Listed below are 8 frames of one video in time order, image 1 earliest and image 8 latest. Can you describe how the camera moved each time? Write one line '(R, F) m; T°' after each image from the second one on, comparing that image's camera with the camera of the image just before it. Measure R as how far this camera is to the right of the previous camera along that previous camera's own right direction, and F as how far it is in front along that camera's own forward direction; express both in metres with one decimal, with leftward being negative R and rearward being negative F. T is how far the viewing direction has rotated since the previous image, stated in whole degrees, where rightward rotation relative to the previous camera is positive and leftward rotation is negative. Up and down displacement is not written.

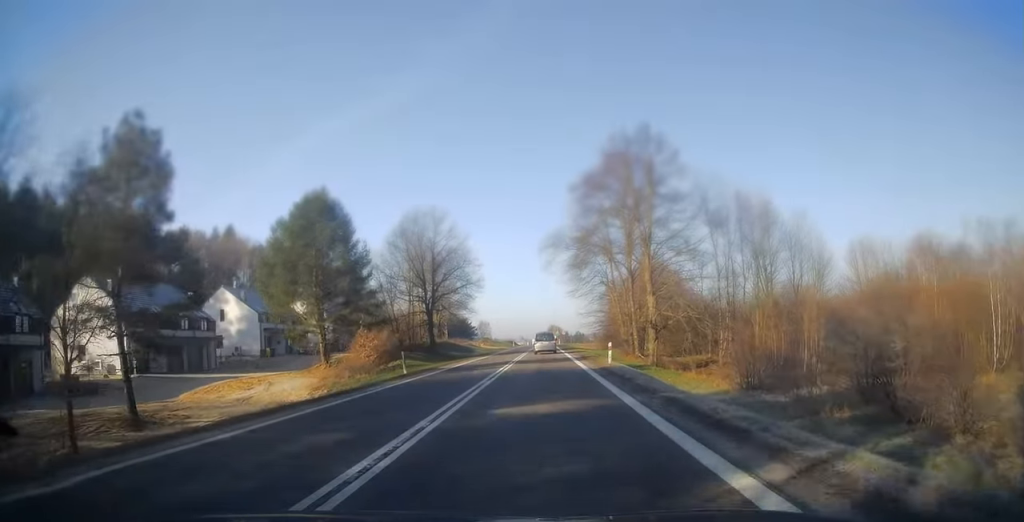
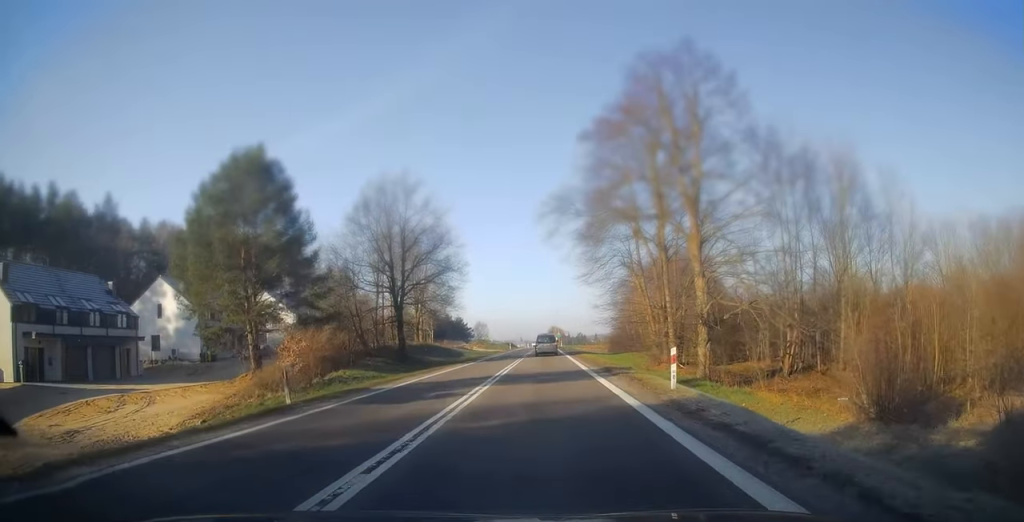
(+0.1, +13.5) m; +1°
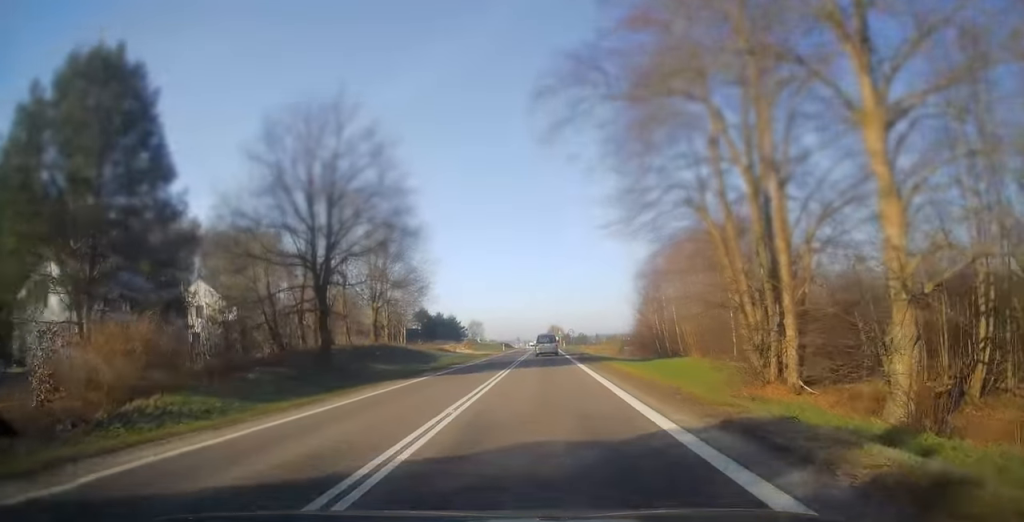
(+0.3, +17.0) m; 0°
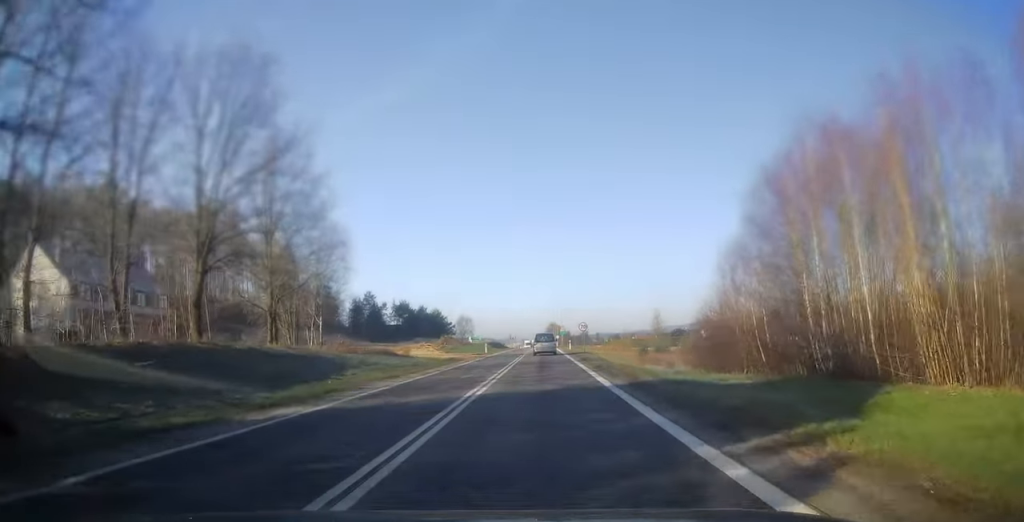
(-0.5, +26.8) m; -1°
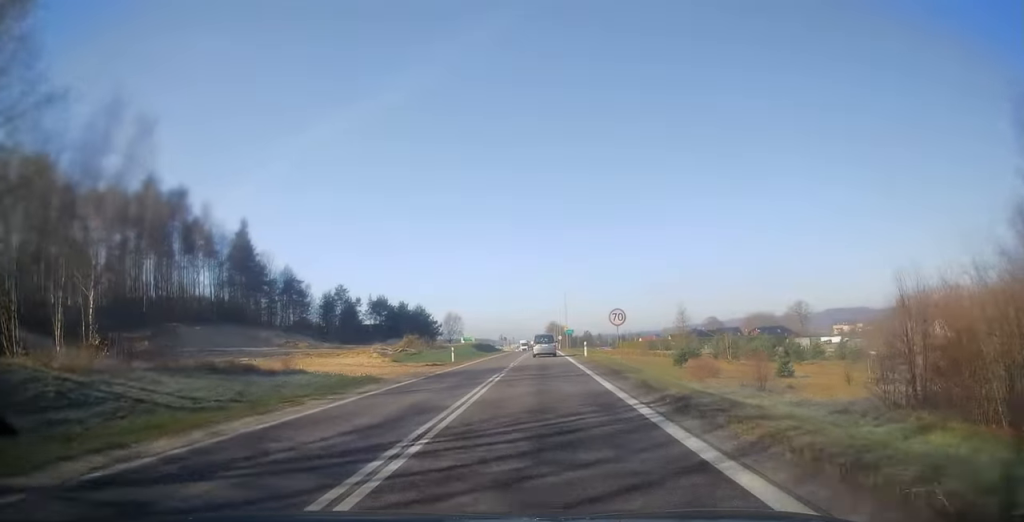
(+0.2, +24.8) m; +1°
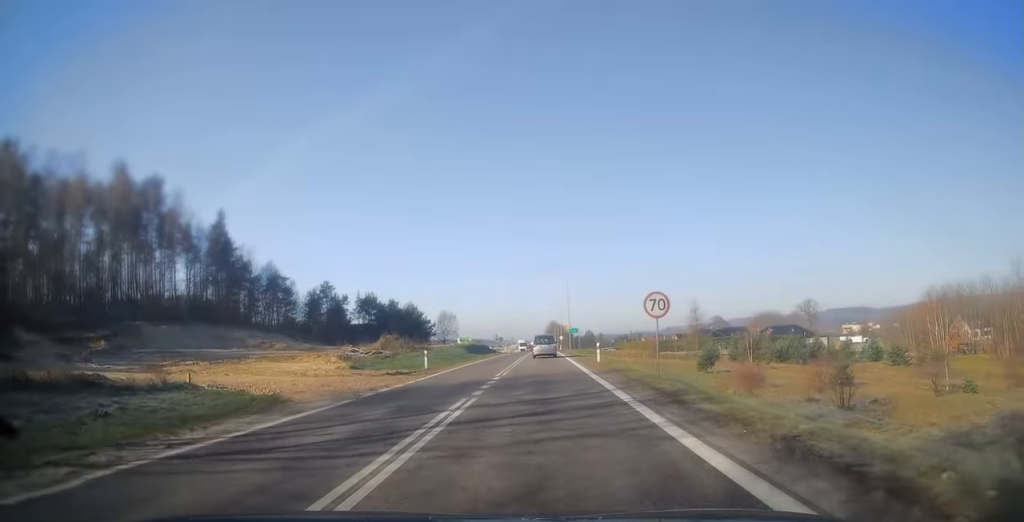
(+0.2, +10.0) m; 0°
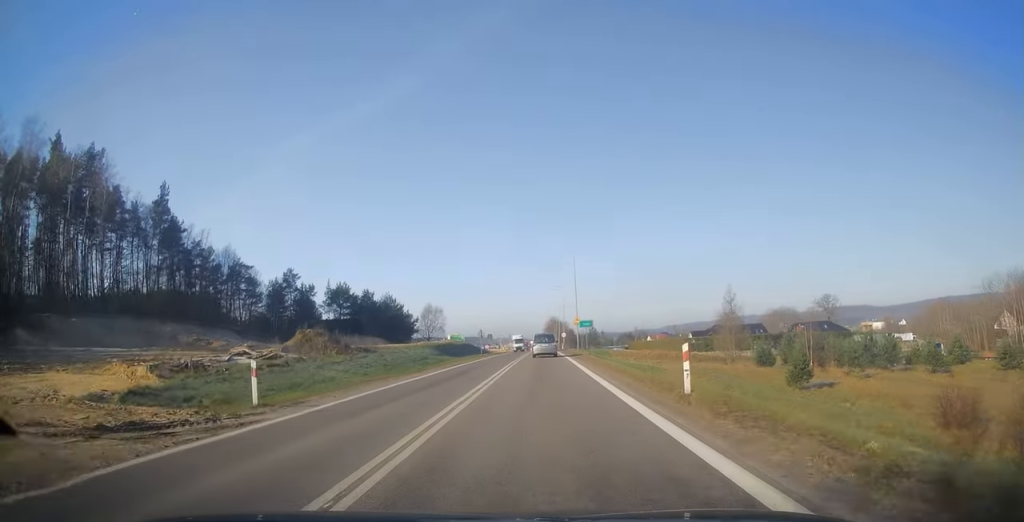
(-0.4, +20.6) m; 0°
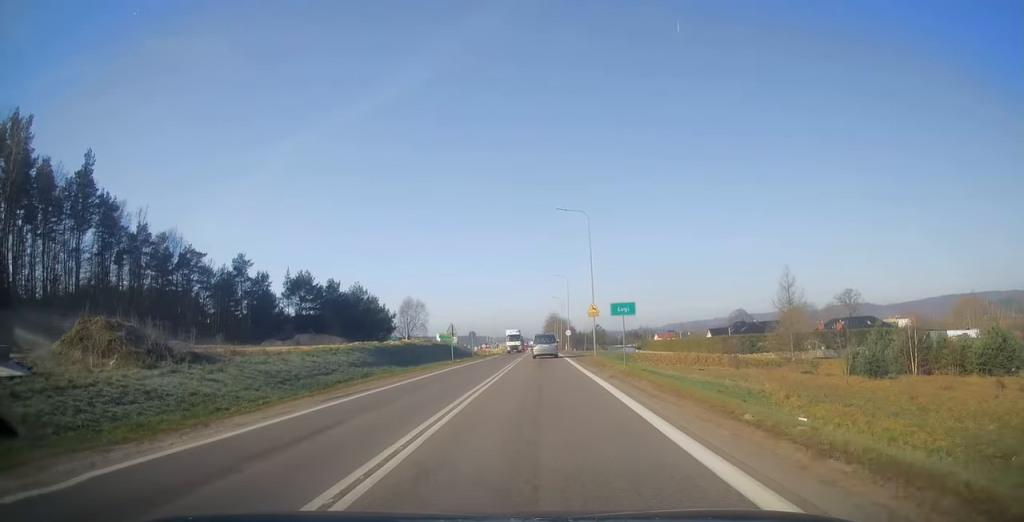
(+0.3, +20.9) m; +1°
